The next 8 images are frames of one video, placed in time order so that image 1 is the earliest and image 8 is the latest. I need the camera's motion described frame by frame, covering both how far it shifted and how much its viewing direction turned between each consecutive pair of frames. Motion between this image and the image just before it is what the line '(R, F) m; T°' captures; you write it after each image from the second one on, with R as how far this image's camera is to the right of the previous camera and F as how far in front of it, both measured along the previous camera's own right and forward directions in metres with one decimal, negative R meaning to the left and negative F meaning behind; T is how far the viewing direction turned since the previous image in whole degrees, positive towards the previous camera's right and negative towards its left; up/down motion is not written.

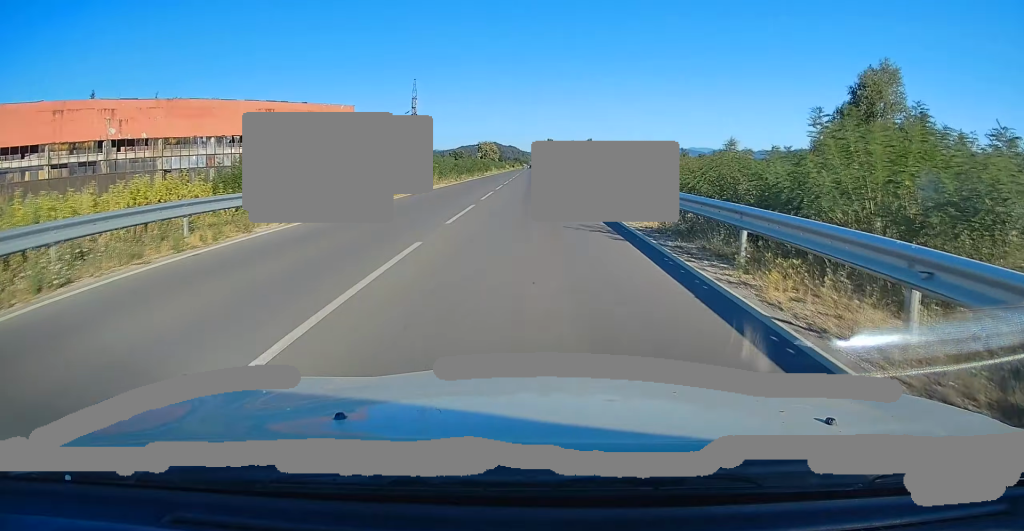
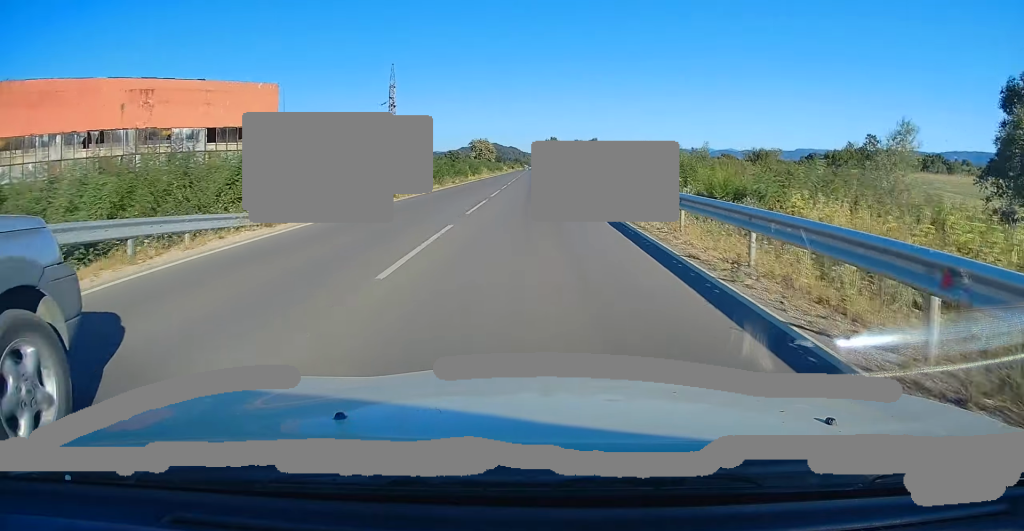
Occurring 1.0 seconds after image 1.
(+0.1, +24.3) m; 0°
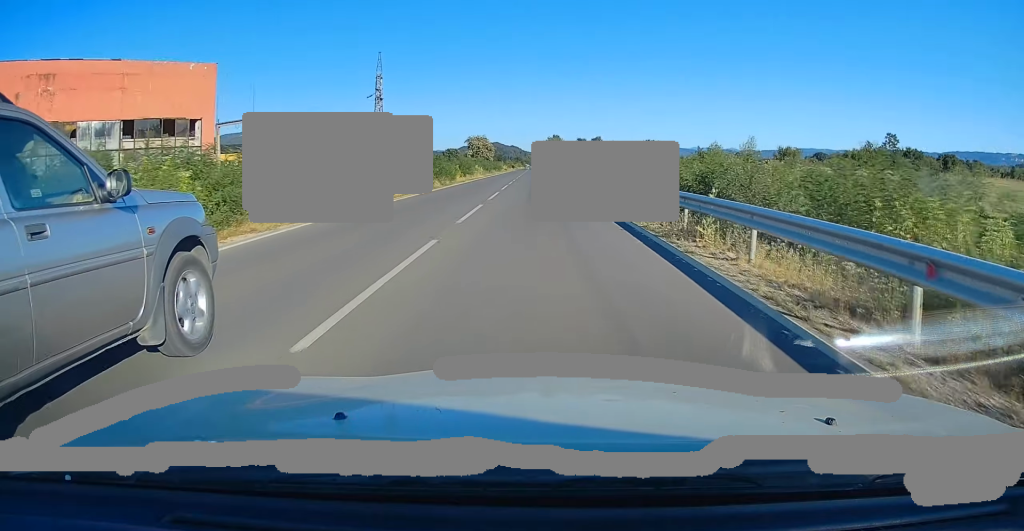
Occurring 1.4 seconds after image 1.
(0.0, +11.6) m; 0°
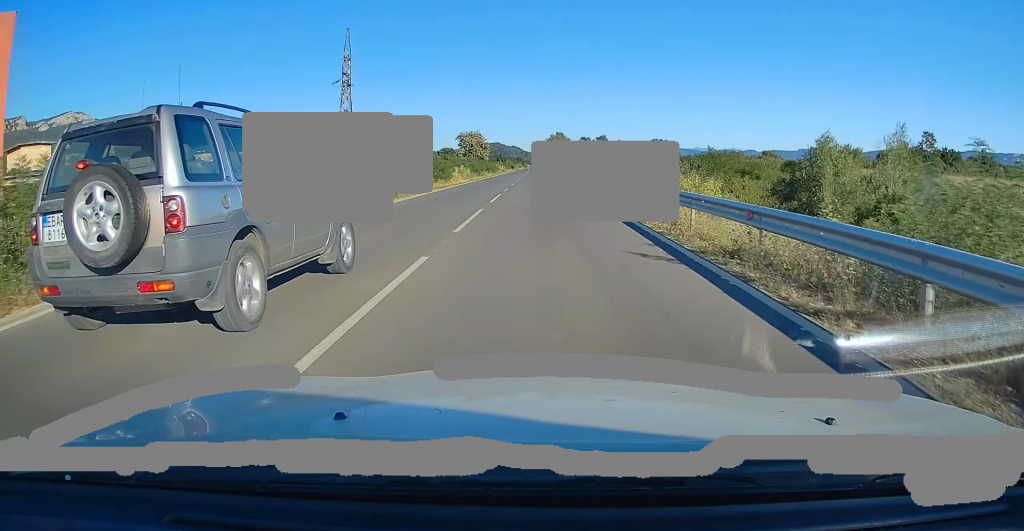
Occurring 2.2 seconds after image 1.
(0.0, +19.9) m; 0°
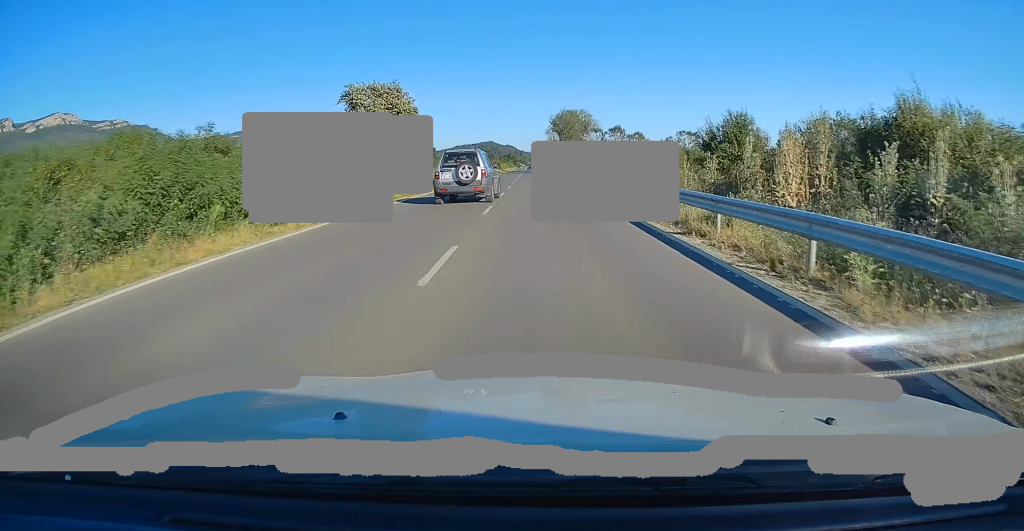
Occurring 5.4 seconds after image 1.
(-1.1, +77.4) m; -1°
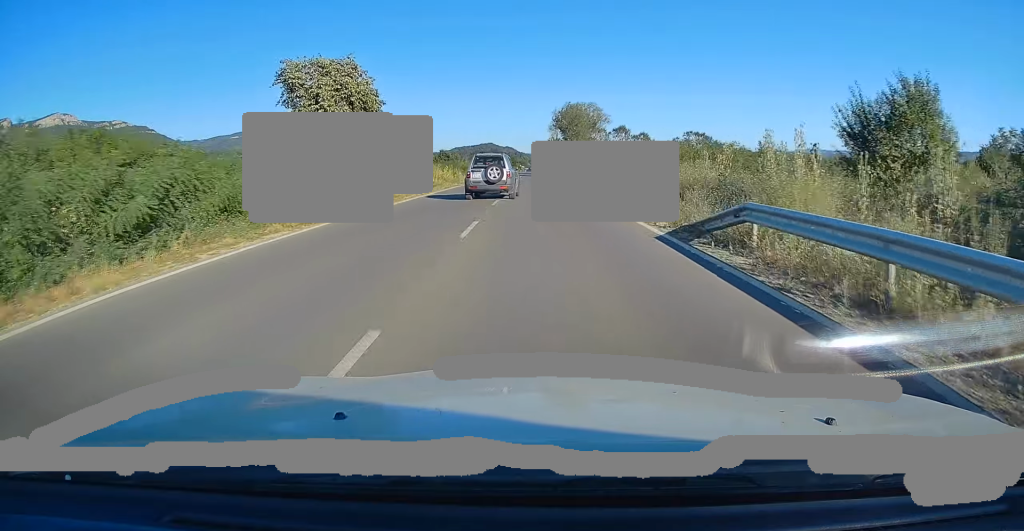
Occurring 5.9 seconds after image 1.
(+0.2, +13.9) m; 0°
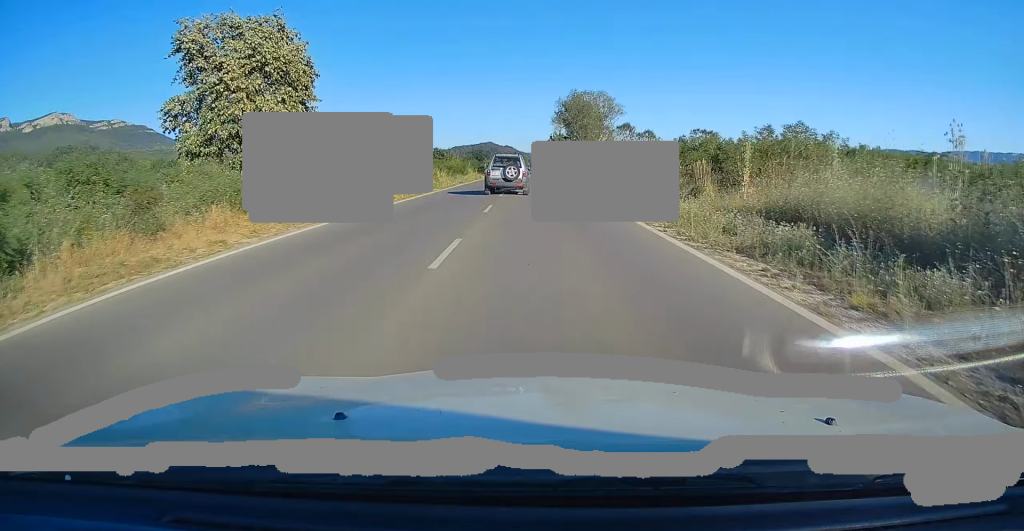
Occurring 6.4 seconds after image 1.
(-0.1, +12.3) m; 0°
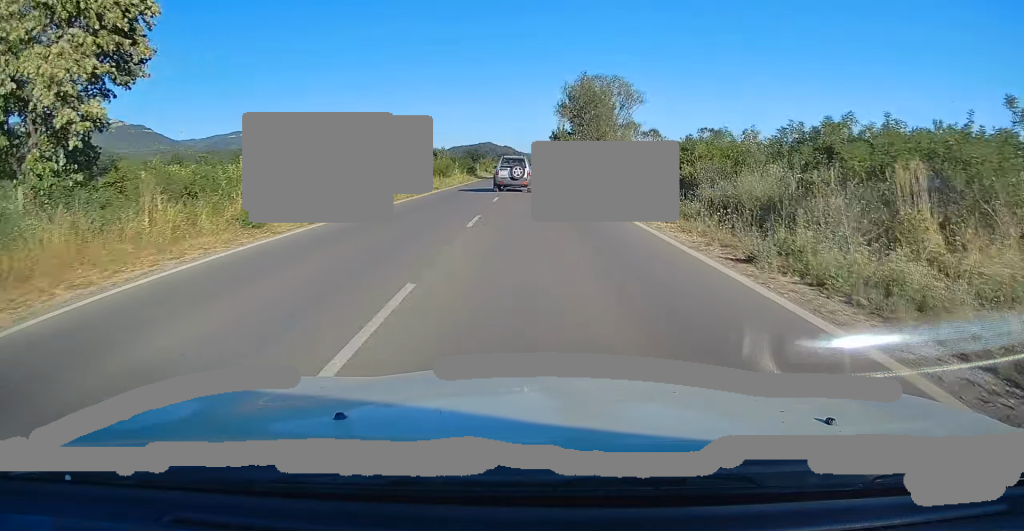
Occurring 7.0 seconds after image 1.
(-0.2, +13.1) m; 0°
